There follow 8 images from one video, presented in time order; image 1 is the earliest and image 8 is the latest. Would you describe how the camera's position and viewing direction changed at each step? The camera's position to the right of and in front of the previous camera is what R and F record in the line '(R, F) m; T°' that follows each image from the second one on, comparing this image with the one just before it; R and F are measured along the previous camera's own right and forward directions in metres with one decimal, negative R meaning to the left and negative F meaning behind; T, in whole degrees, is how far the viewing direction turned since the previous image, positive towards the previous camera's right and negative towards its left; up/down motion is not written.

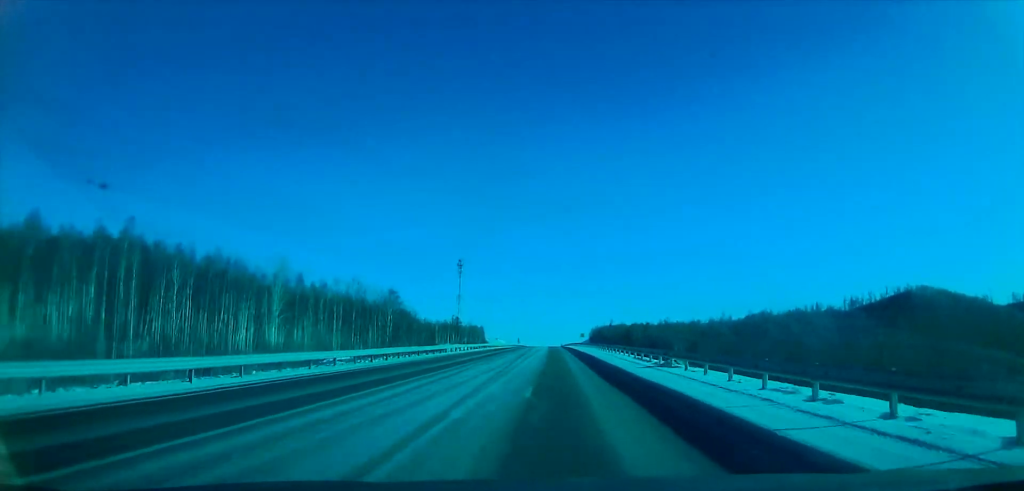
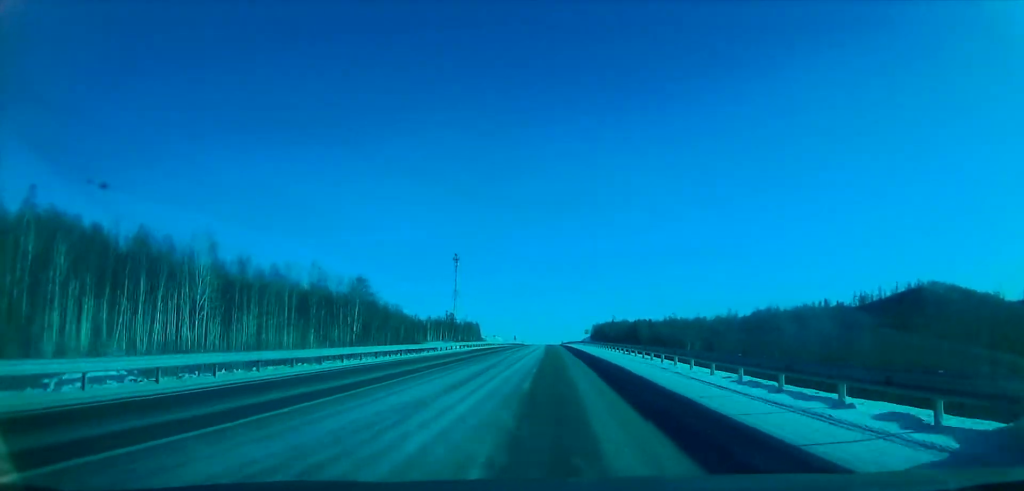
(0.0, +22.5) m; 0°
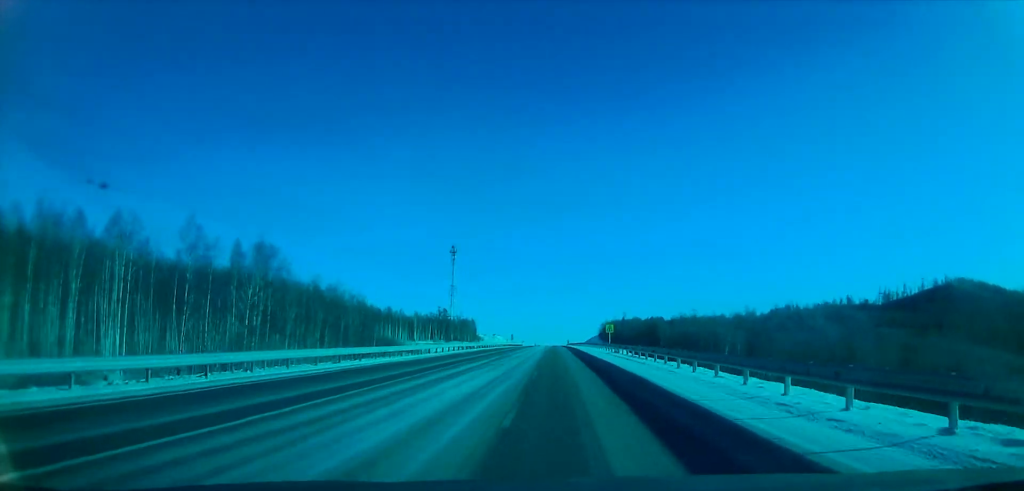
(+0.2, +41.4) m; 0°
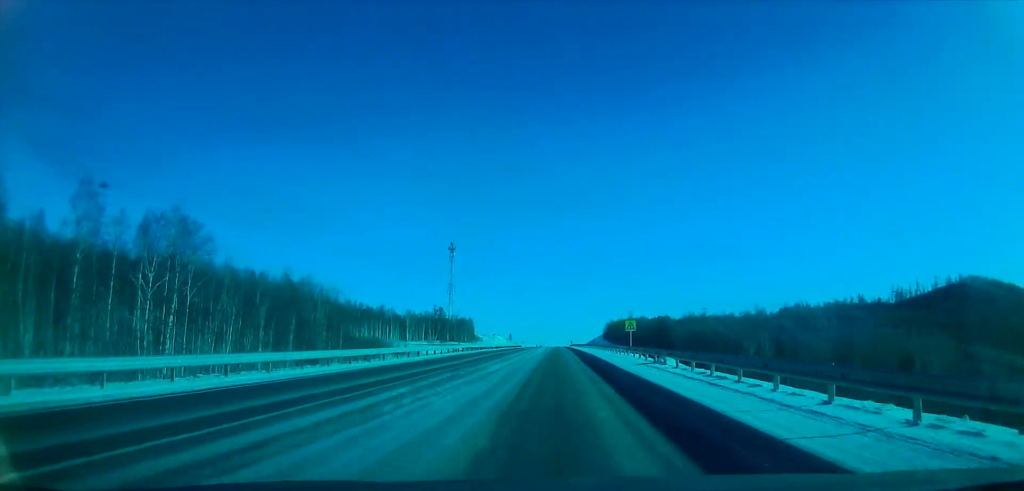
(-0.1, +20.0) m; 0°
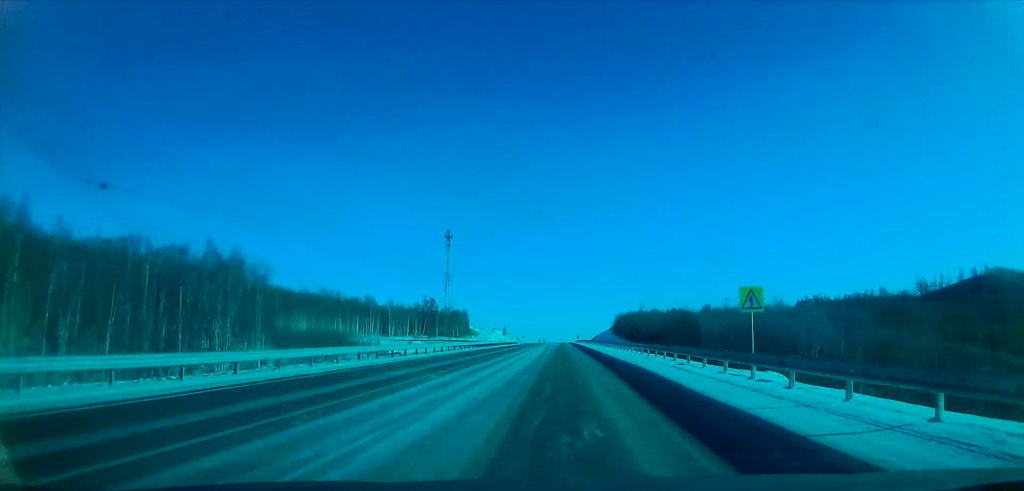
(0.0, +36.0) m; 0°
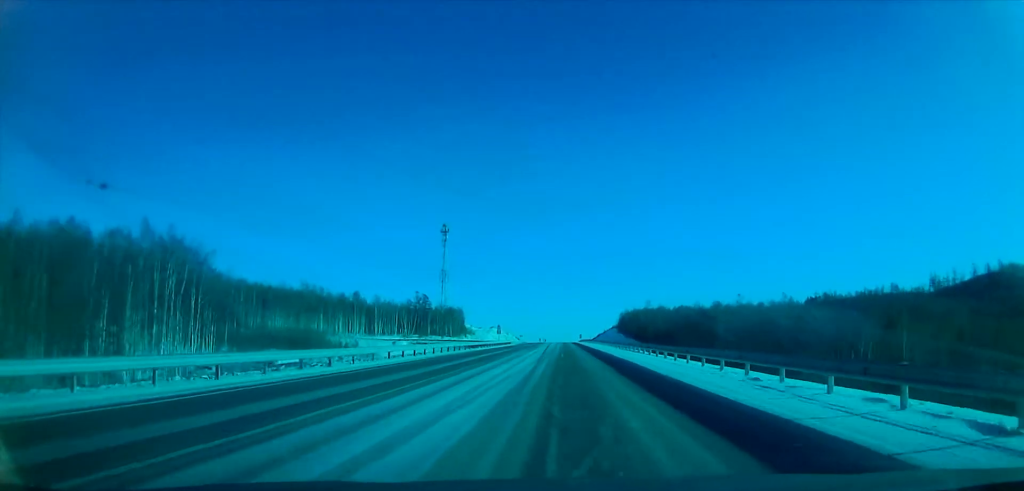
(0.0, +19.7) m; 0°
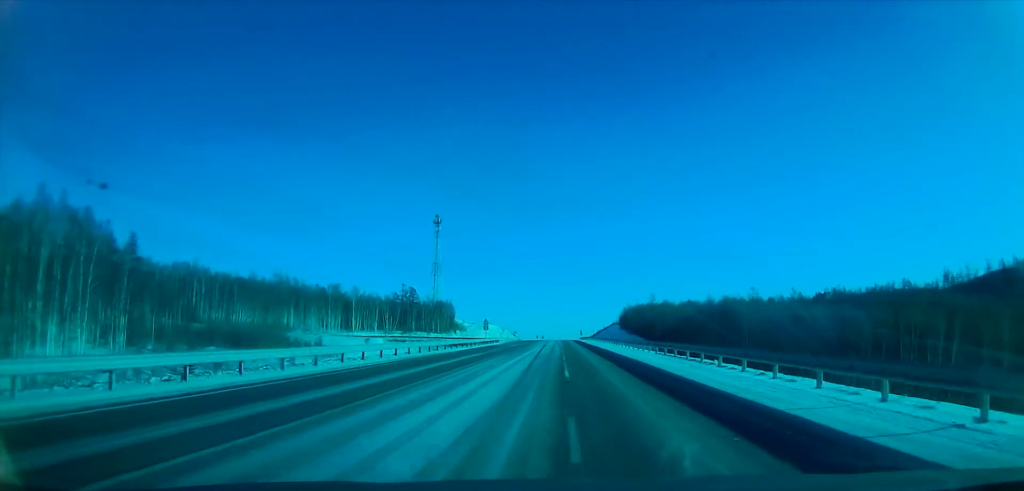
(0.0, +23.3) m; 0°
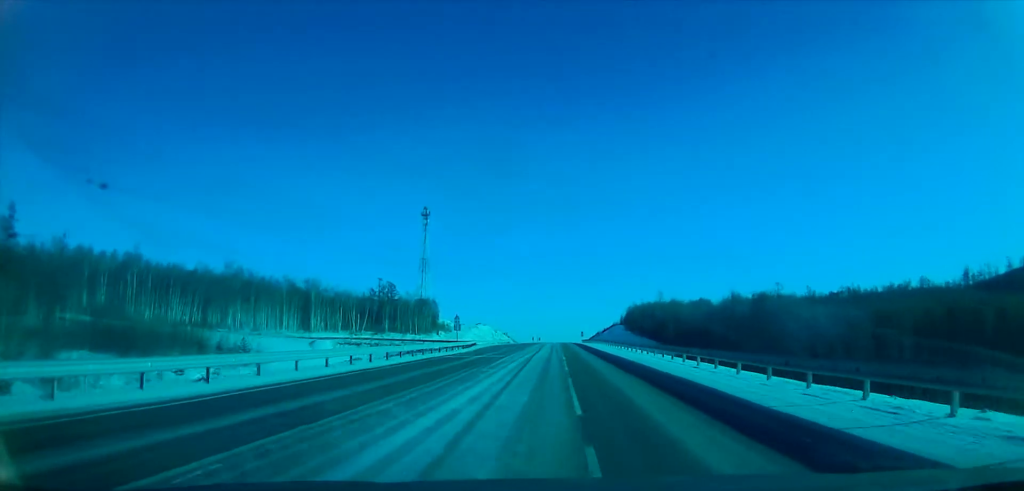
(0.0, +32.8) m; 0°
